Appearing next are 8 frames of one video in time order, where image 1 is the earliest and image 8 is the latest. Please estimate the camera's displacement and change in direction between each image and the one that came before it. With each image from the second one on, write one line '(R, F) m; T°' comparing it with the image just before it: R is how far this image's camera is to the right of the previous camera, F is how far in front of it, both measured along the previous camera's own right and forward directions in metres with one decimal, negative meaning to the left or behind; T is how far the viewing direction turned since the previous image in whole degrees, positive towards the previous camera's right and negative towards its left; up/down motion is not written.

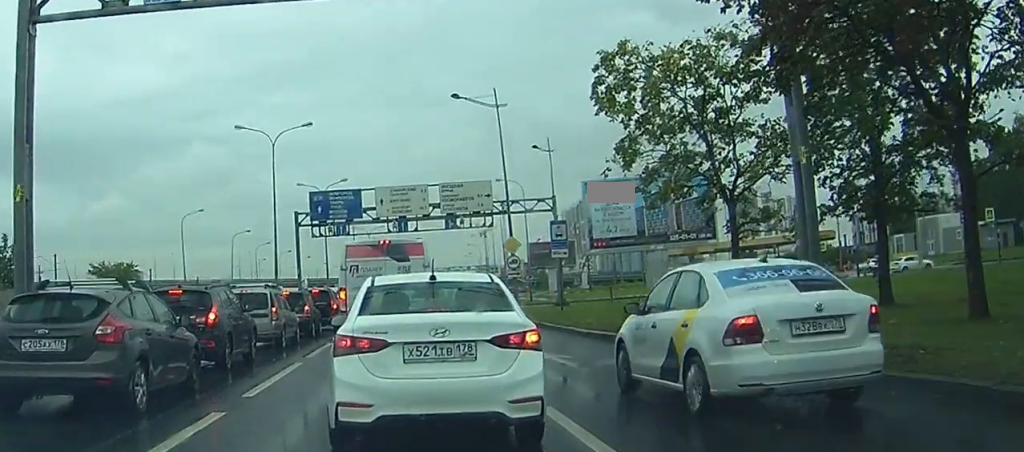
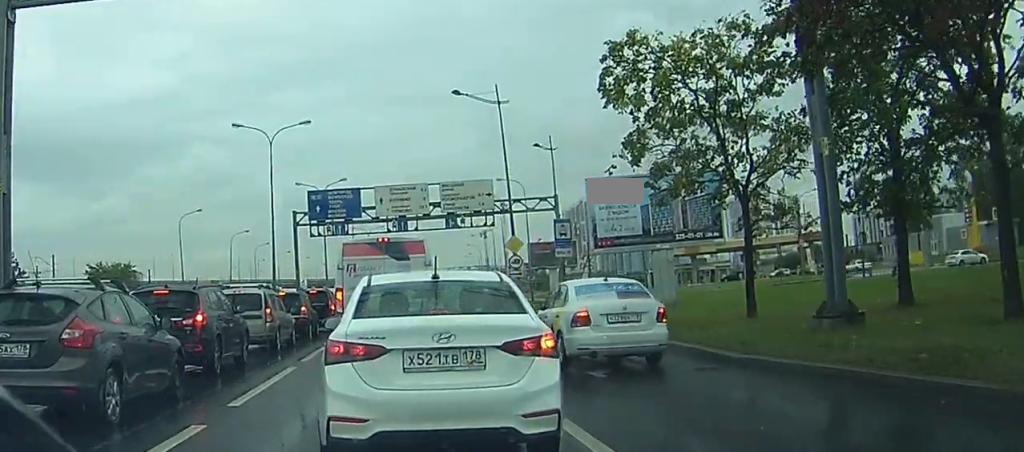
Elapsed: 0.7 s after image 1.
(0.0, +0.9) m; 0°
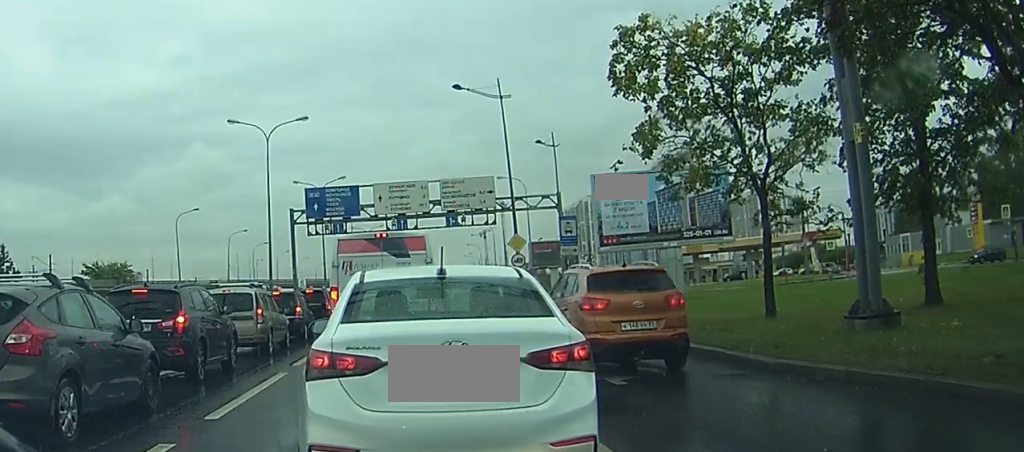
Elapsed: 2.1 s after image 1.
(-0.2, +1.4) m; 0°
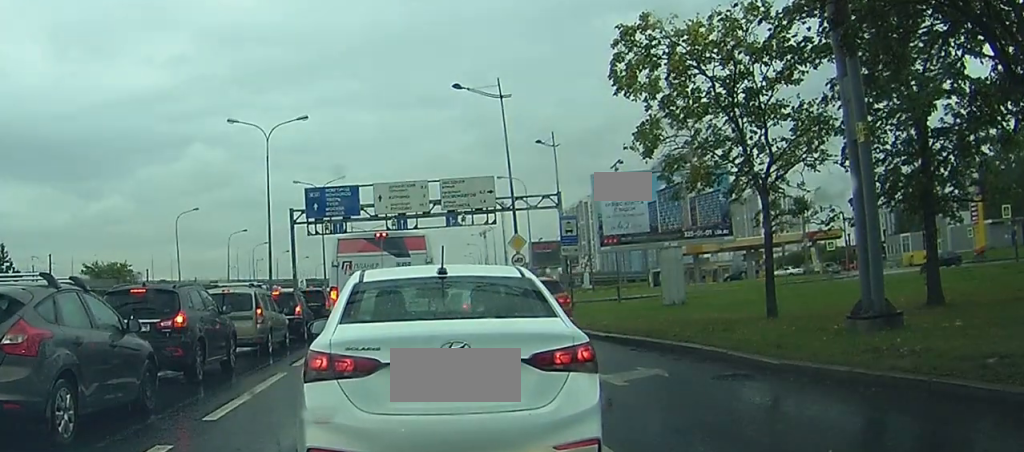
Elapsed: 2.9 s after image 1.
(-0.2, +0.4) m; 0°
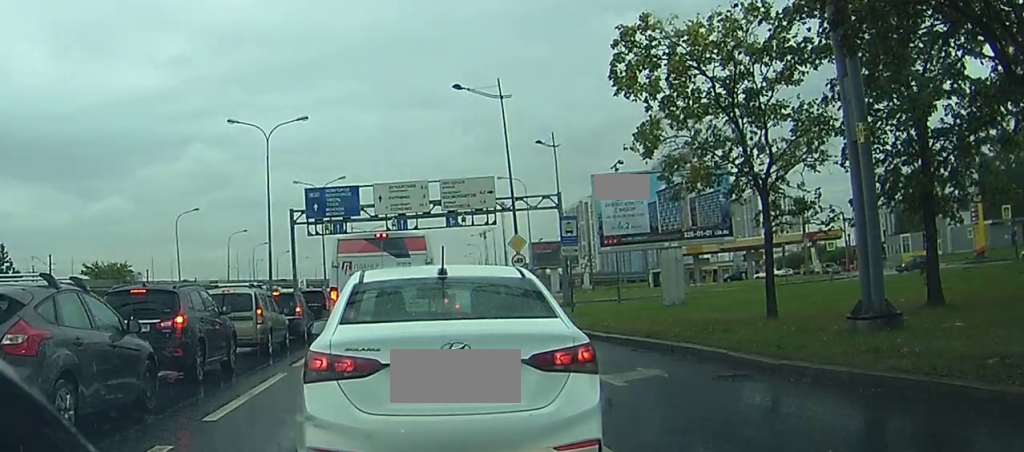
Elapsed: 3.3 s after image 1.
(-0.1, +0.2) m; 0°
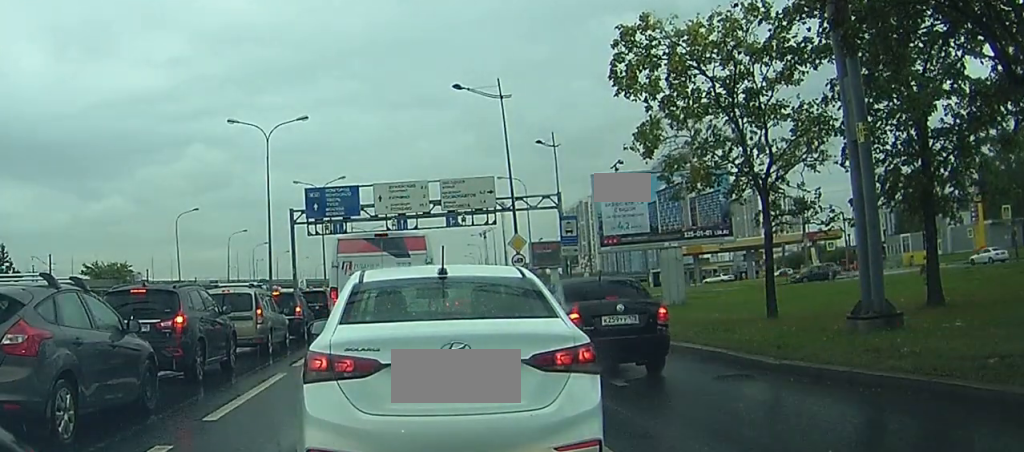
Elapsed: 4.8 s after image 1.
(-0.2, +0.4) m; 0°
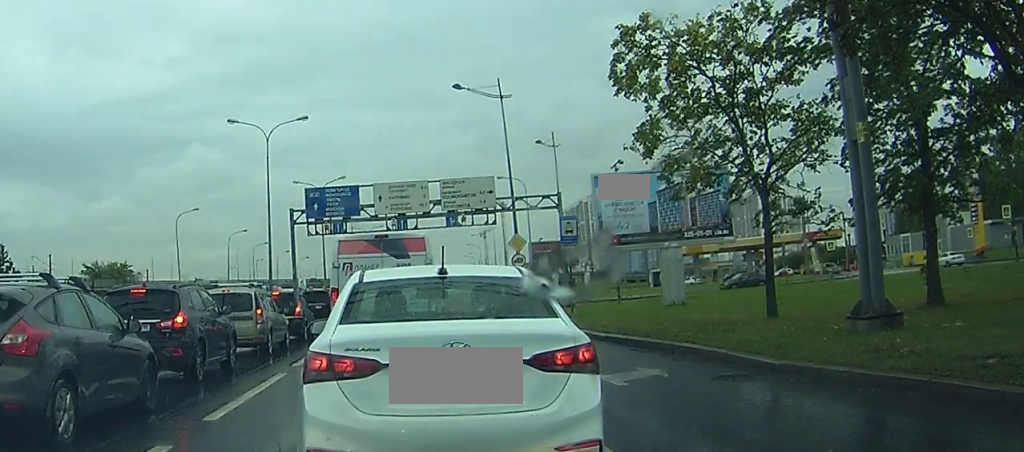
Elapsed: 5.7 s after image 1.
(-0.2, +0.1) m; 0°
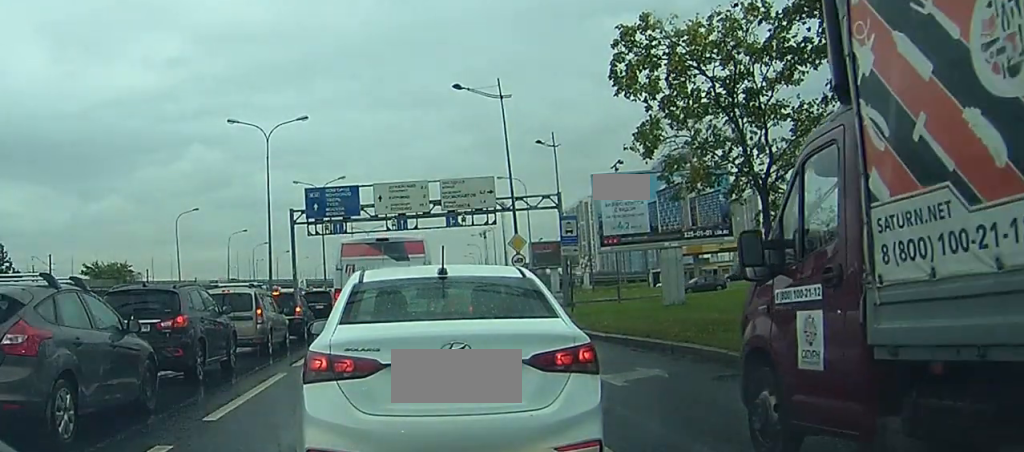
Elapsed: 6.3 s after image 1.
(-0.1, +0.1) m; 0°
